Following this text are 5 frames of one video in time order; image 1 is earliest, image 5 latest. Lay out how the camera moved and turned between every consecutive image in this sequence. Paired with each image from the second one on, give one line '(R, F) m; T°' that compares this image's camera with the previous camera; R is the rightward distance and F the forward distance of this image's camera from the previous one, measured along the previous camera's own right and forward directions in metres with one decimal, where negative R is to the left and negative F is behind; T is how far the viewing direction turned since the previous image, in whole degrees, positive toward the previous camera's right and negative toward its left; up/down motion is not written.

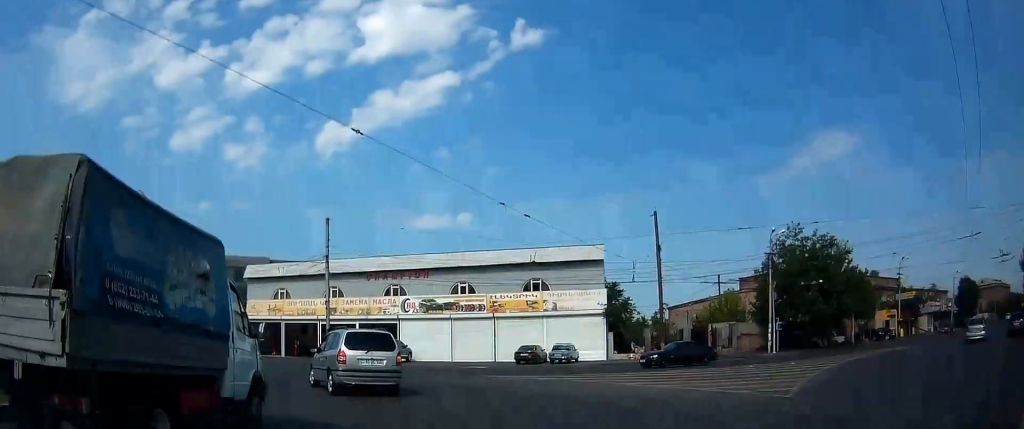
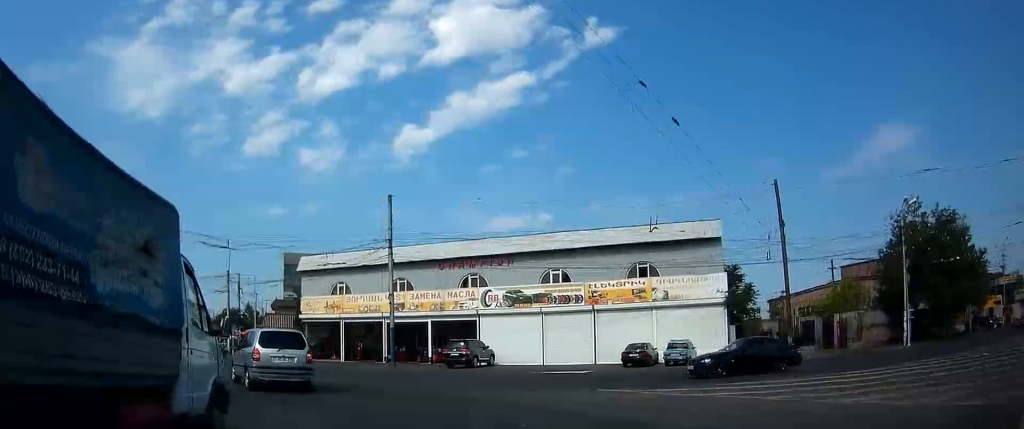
(0.0, +7.7) m; -4°
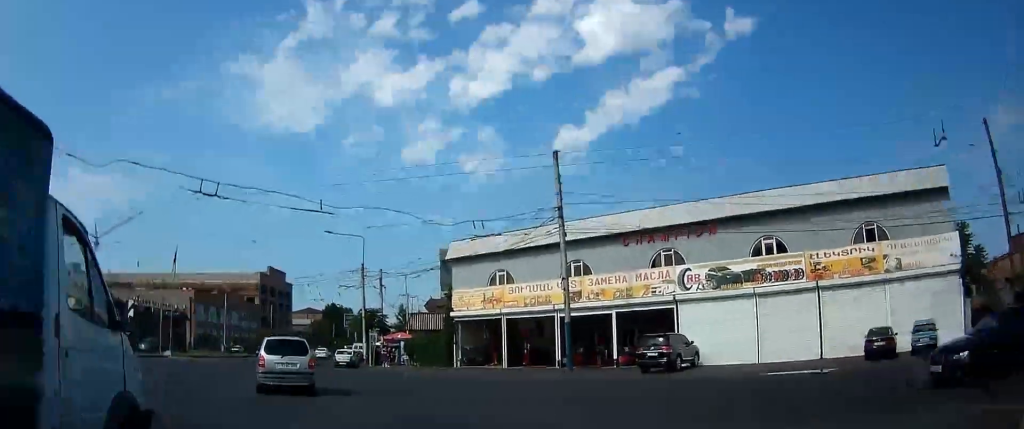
(-0.7, +8.9) m; -10°
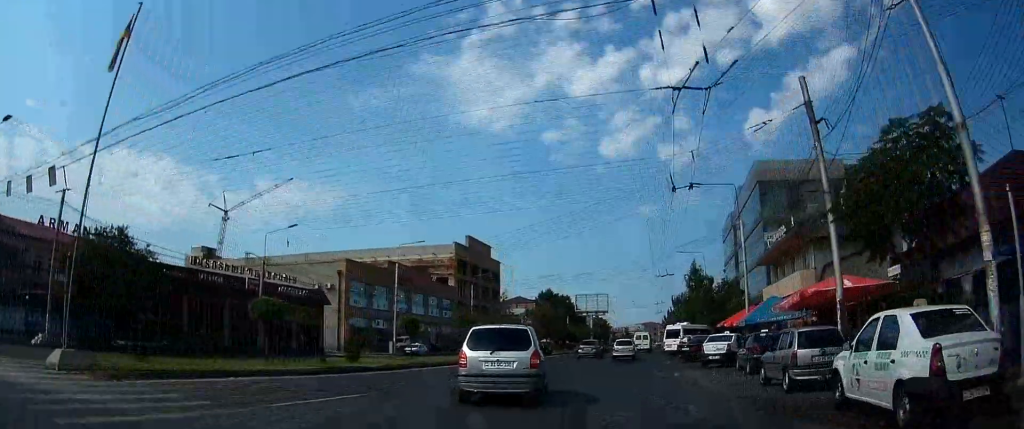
(-10.9, +32.7) m; -36°
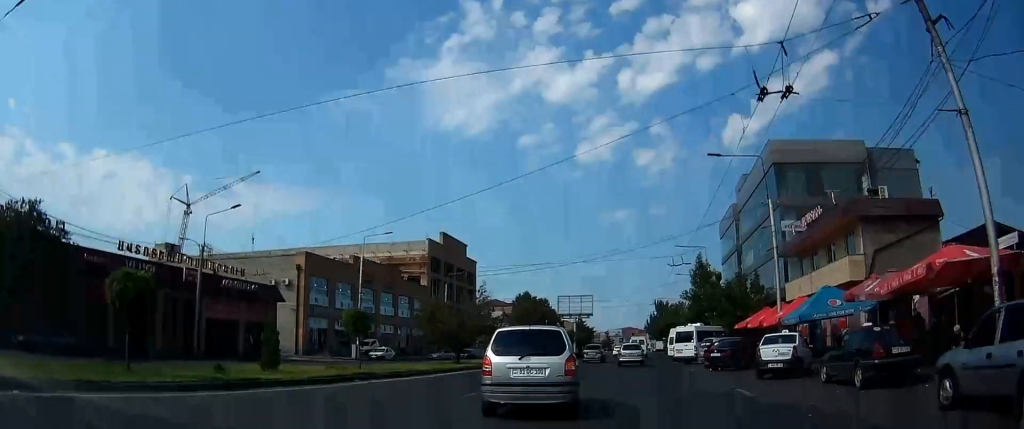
(-0.6, +6.9) m; -1°
